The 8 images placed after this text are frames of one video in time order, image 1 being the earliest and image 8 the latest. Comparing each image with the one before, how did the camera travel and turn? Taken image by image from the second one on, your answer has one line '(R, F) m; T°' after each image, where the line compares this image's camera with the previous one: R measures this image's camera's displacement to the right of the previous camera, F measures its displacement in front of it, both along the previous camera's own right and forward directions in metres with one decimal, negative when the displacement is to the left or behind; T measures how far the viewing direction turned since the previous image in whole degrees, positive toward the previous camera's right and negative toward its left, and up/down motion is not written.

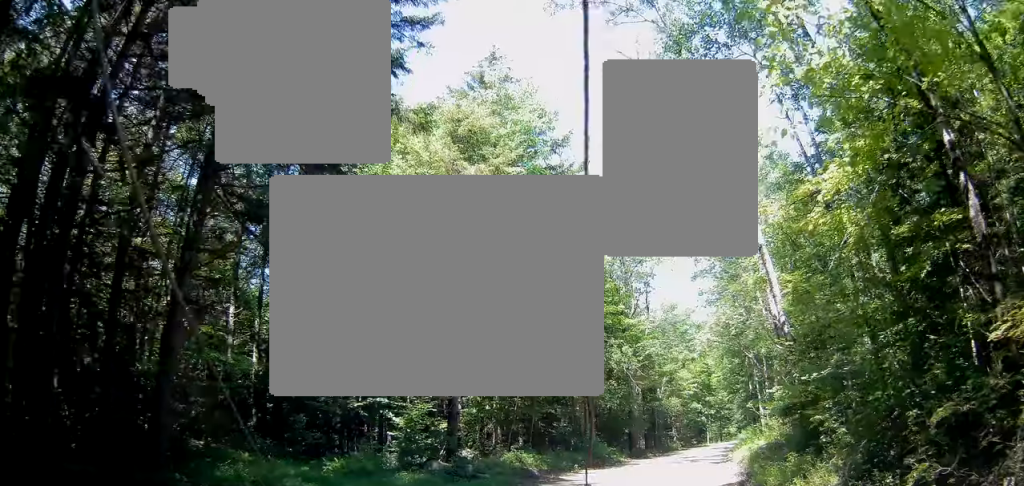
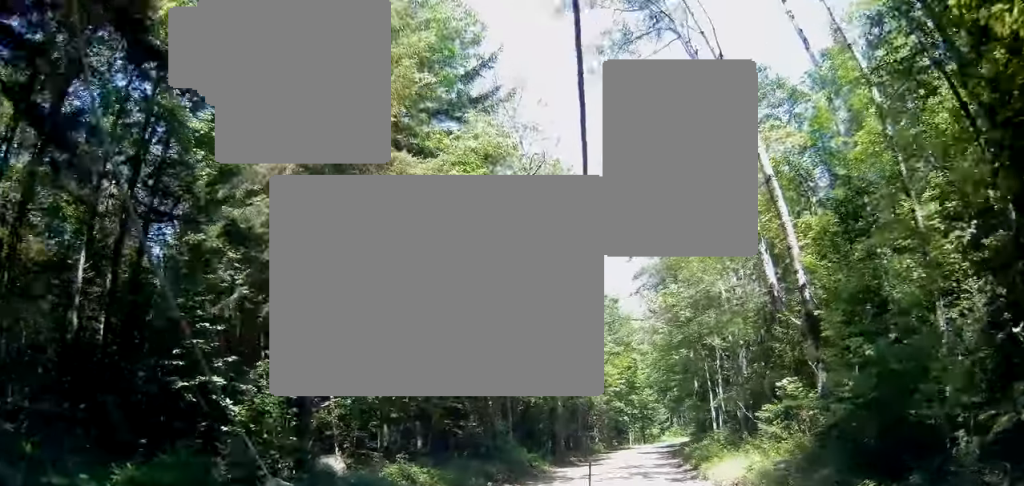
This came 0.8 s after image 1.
(-0.1, +5.7) m; +10°
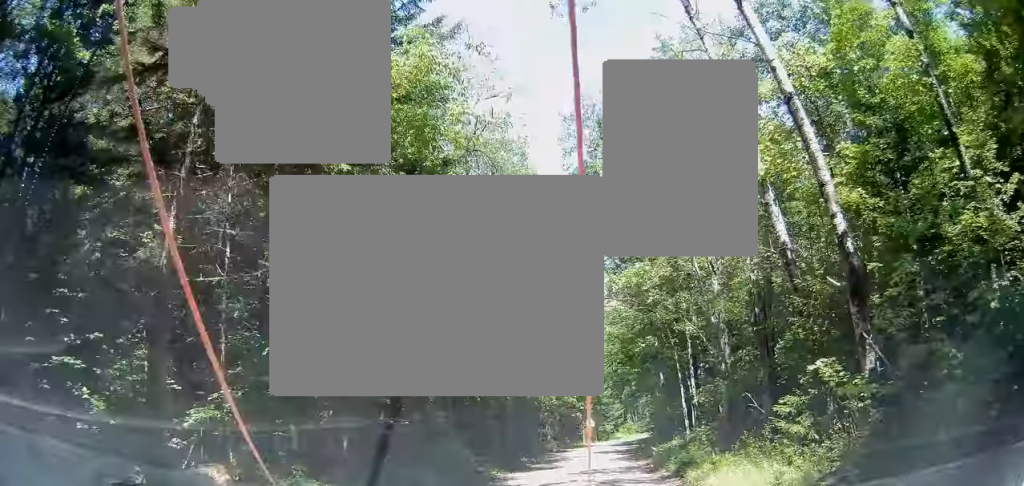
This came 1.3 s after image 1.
(+0.7, +3.3) m; +6°
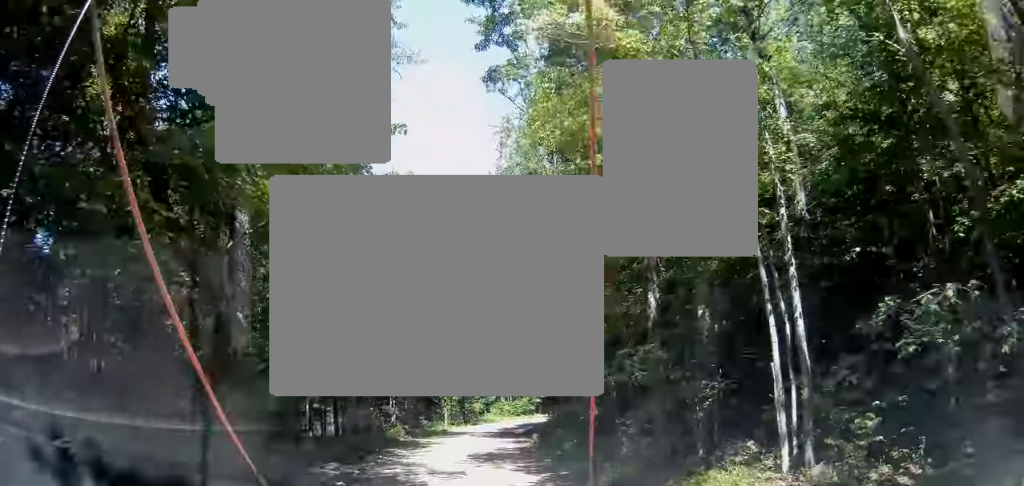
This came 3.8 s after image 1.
(+1.6, +17.6) m; +5°
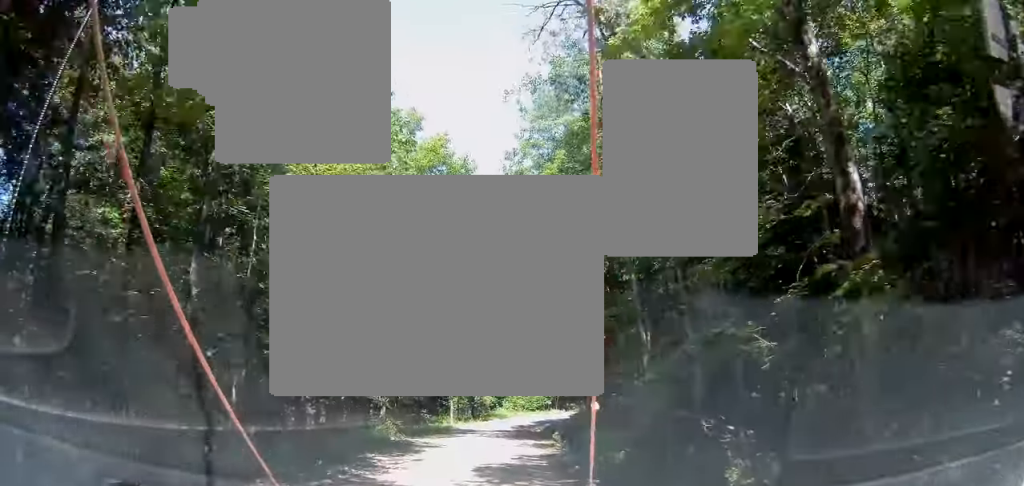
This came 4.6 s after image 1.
(0.0, +6.9) m; +2°
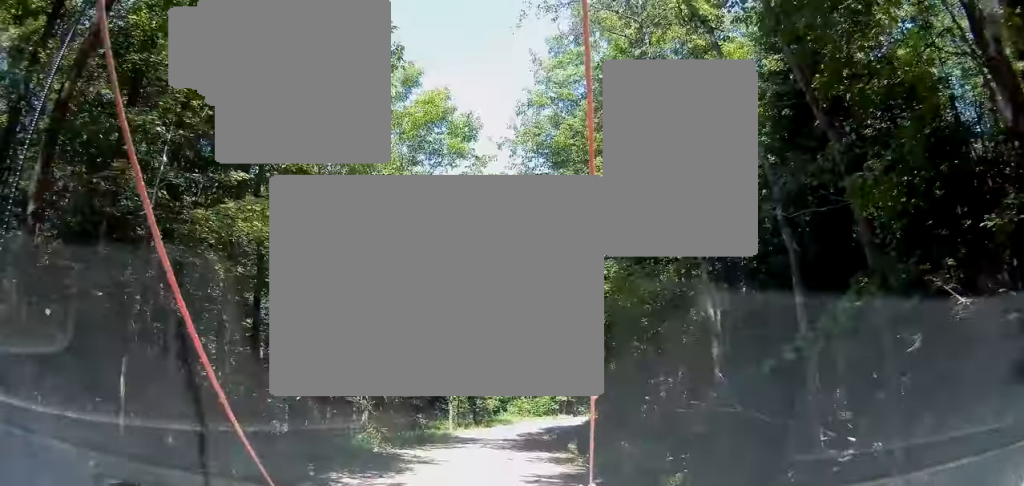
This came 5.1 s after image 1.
(+0.1, +4.5) m; +1°
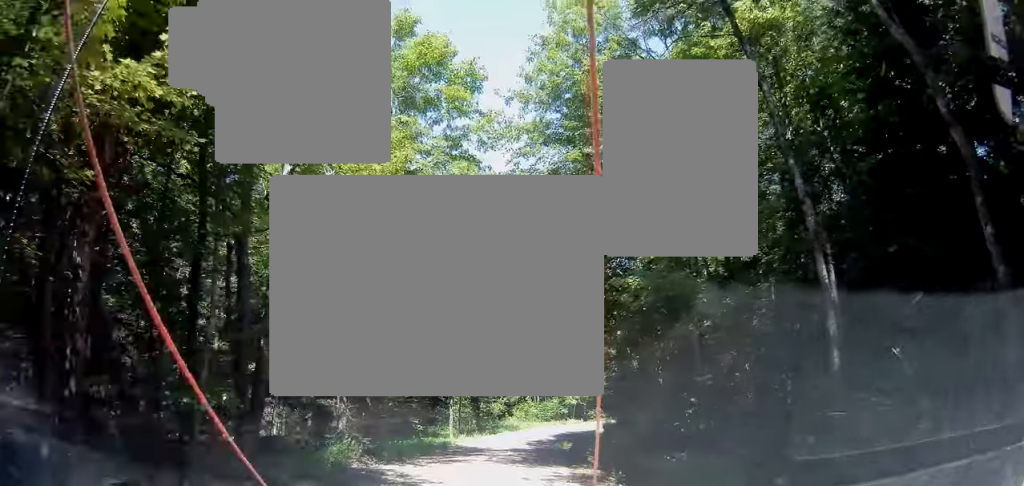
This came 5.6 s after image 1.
(+0.1, +4.0) m; +1°
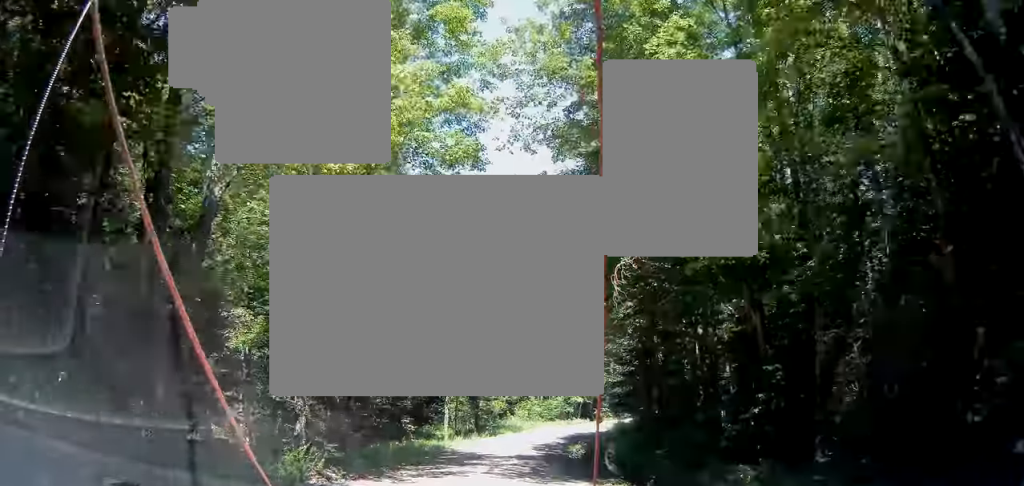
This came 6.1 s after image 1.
(0.0, +4.0) m; 0°
